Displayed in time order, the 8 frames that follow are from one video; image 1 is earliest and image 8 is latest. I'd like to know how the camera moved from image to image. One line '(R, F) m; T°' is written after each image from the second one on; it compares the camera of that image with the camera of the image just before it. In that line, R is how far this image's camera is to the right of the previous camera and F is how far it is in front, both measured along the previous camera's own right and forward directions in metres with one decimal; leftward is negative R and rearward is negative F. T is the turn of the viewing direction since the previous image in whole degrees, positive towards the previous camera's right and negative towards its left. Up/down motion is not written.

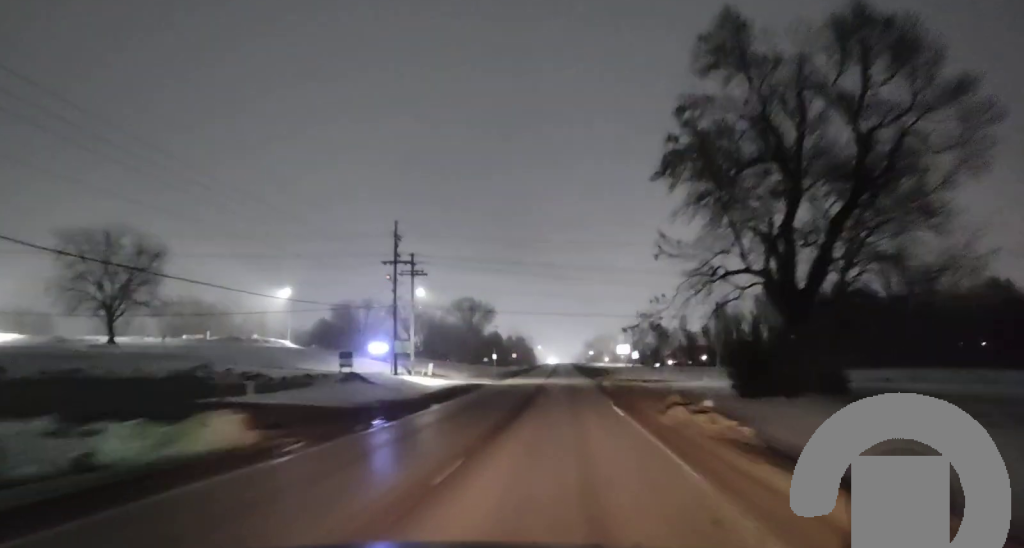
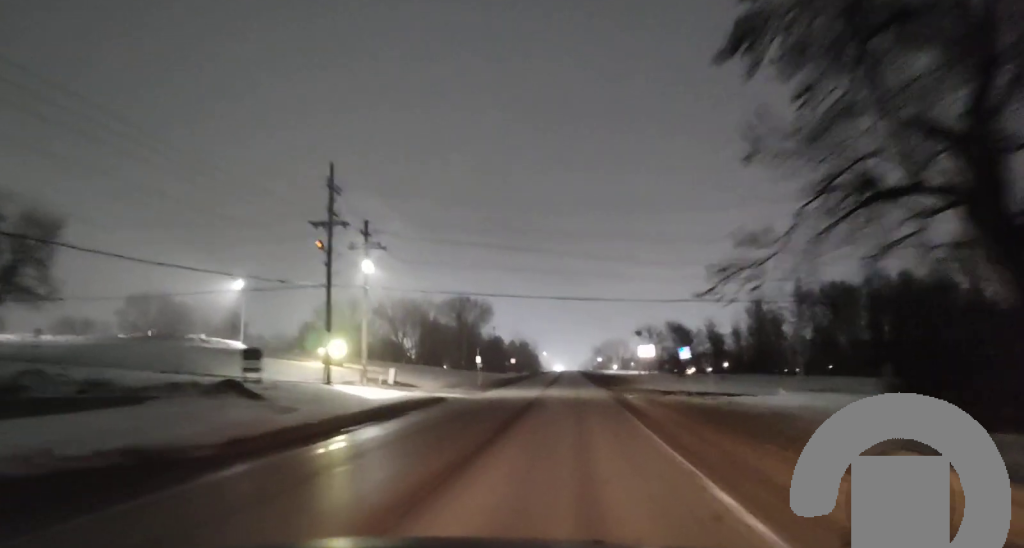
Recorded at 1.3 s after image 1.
(0.0, +22.5) m; 0°
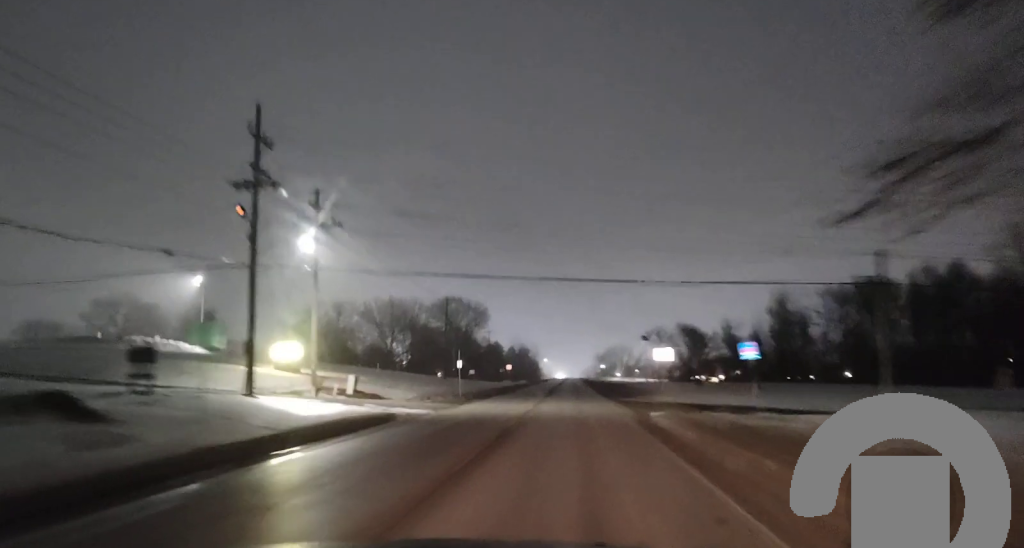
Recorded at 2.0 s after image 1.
(0.0, +11.9) m; -1°
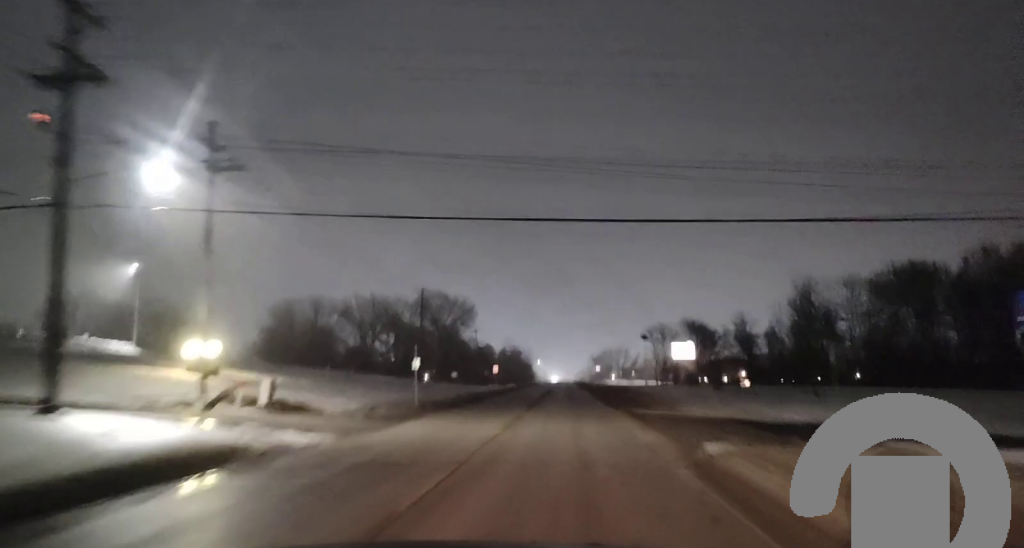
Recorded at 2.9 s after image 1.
(-0.1, +14.7) m; 0°
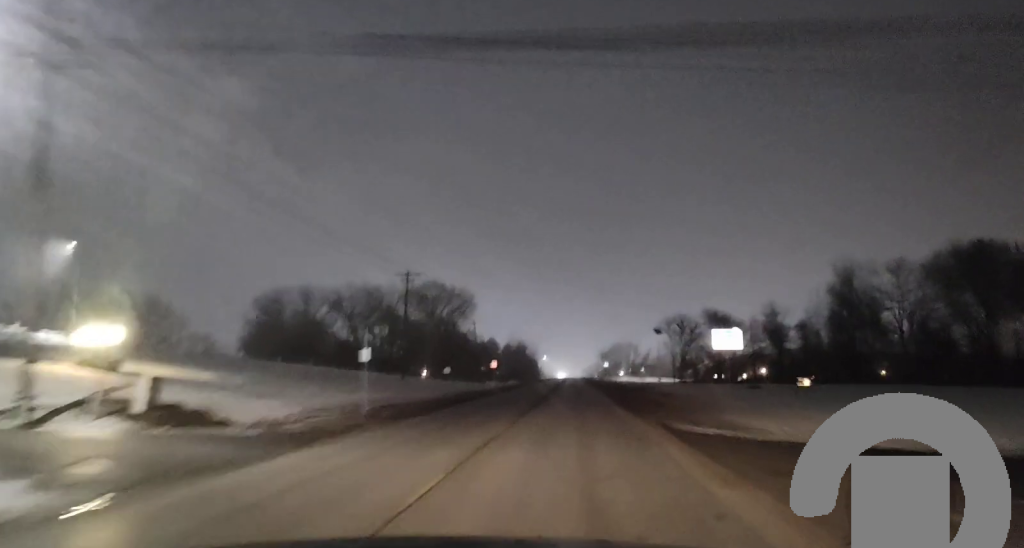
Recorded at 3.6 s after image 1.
(-0.2, +11.9) m; +1°
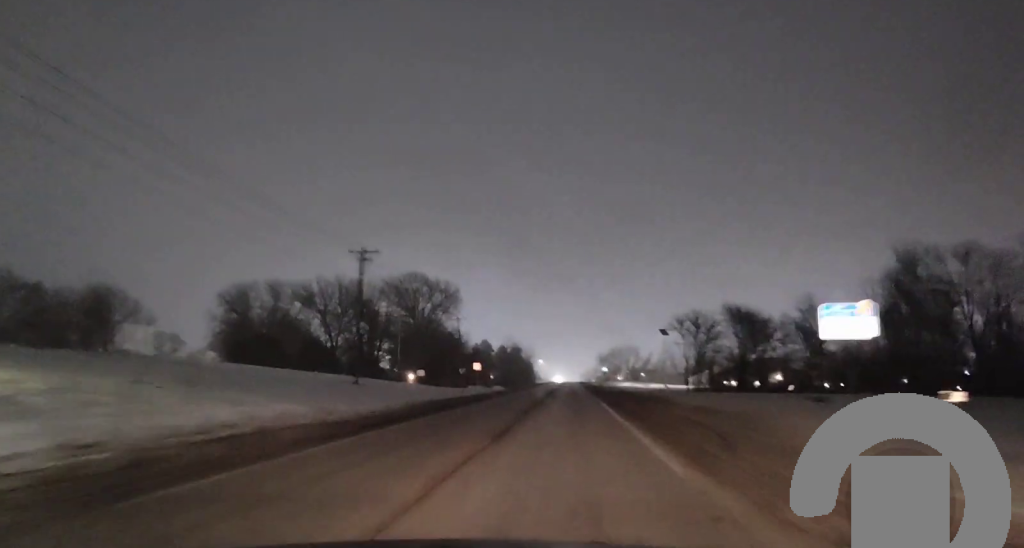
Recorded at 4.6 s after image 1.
(+0.7, +16.9) m; +2°
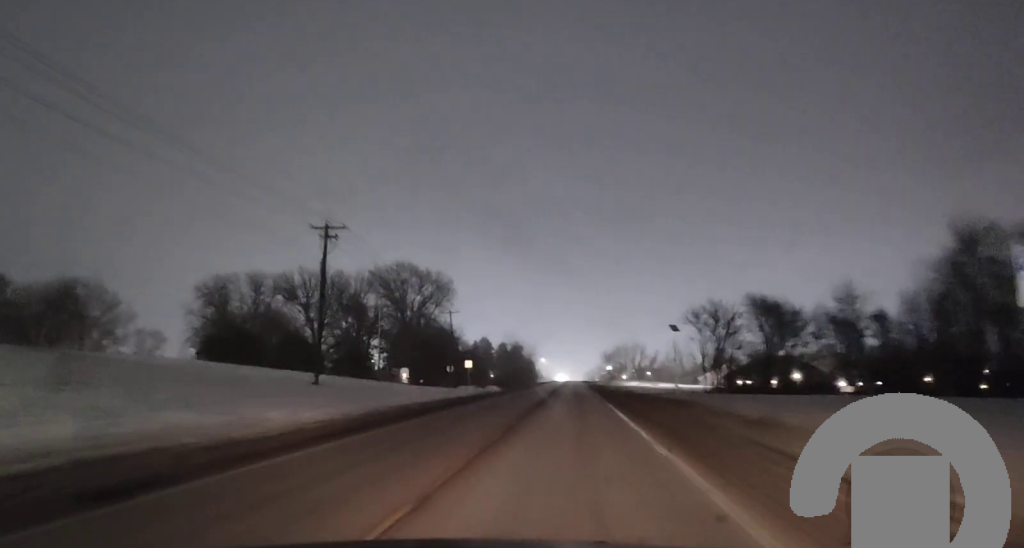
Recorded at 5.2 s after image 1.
(-0.1, +9.9) m; 0°
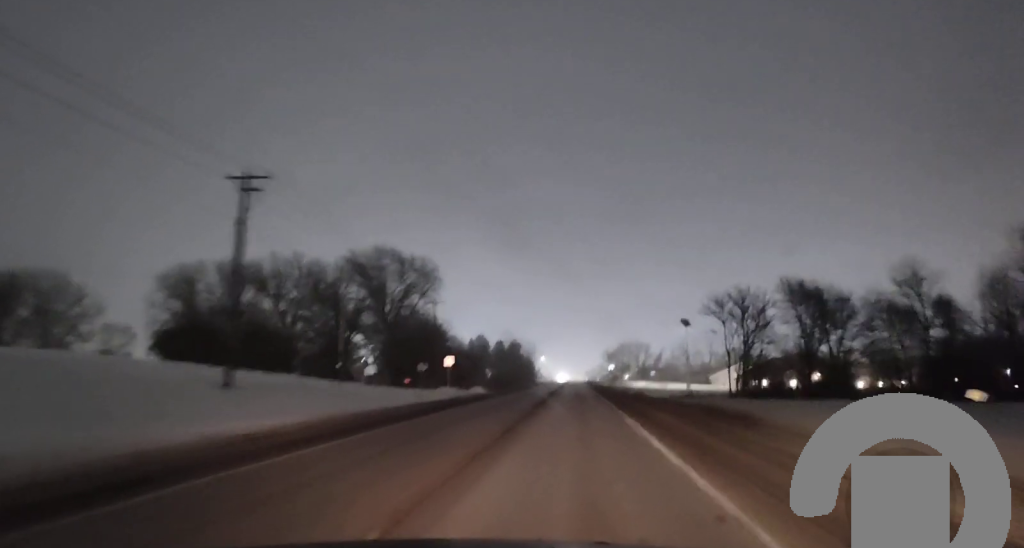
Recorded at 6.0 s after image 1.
(0.0, +14.2) m; -1°
